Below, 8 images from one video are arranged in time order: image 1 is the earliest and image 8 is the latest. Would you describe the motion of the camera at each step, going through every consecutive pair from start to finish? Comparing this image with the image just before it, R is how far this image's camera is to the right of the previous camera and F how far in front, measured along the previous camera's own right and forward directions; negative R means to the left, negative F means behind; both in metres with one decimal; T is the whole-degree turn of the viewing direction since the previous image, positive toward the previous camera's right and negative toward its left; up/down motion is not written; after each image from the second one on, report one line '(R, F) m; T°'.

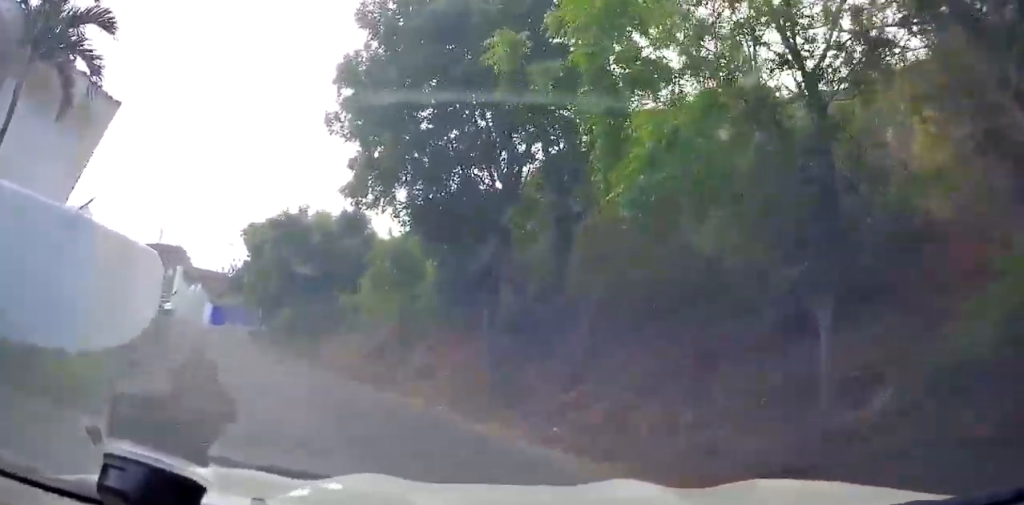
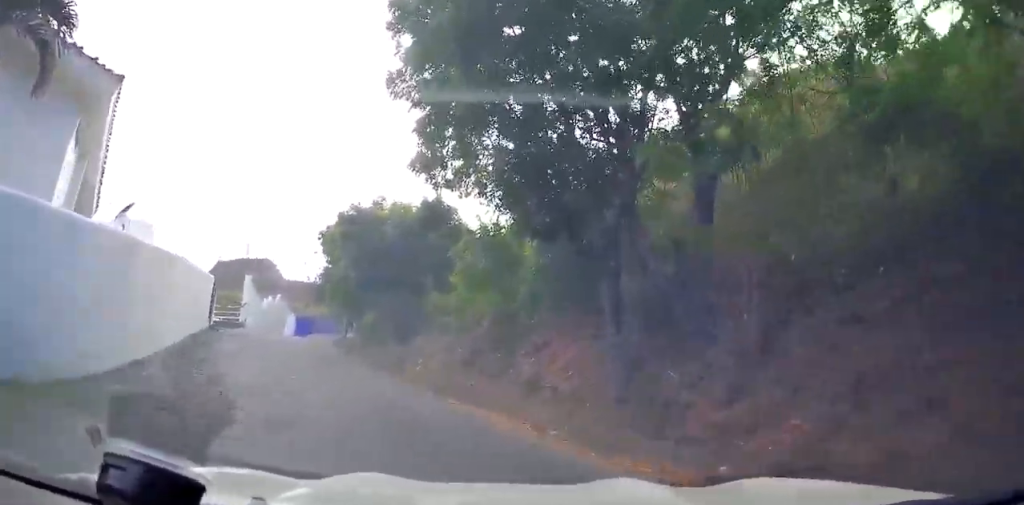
(-0.2, +3.0) m; -14°
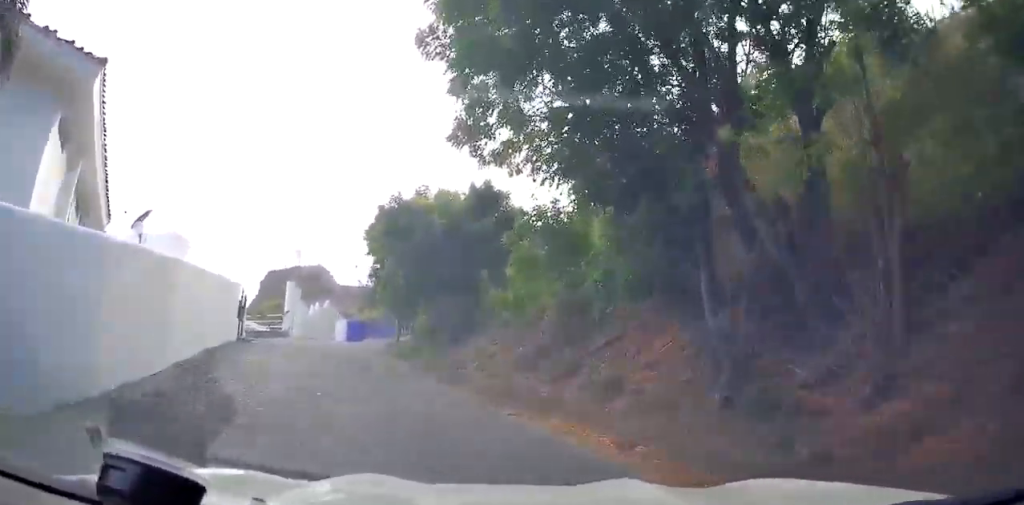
(-0.4, +1.8) m; -7°
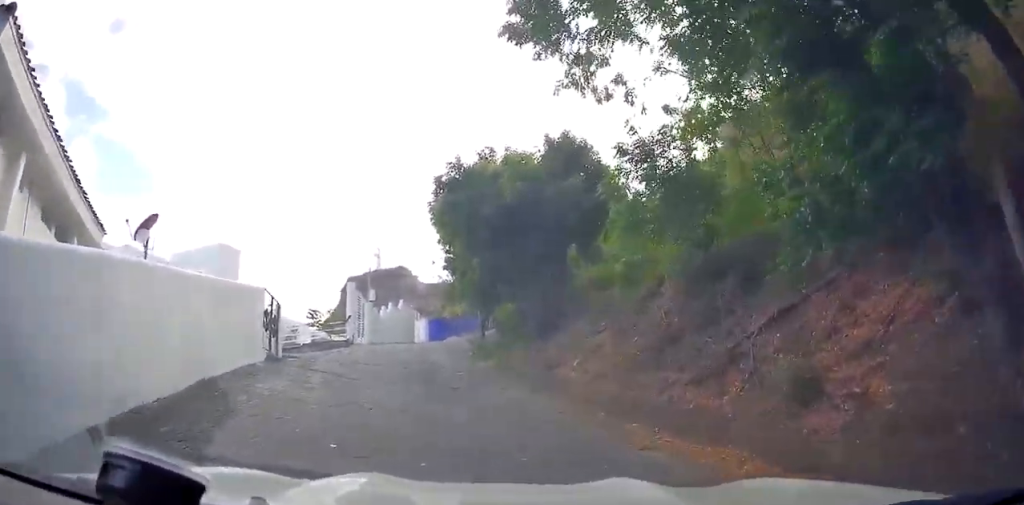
(-0.2, +3.7) m; -4°
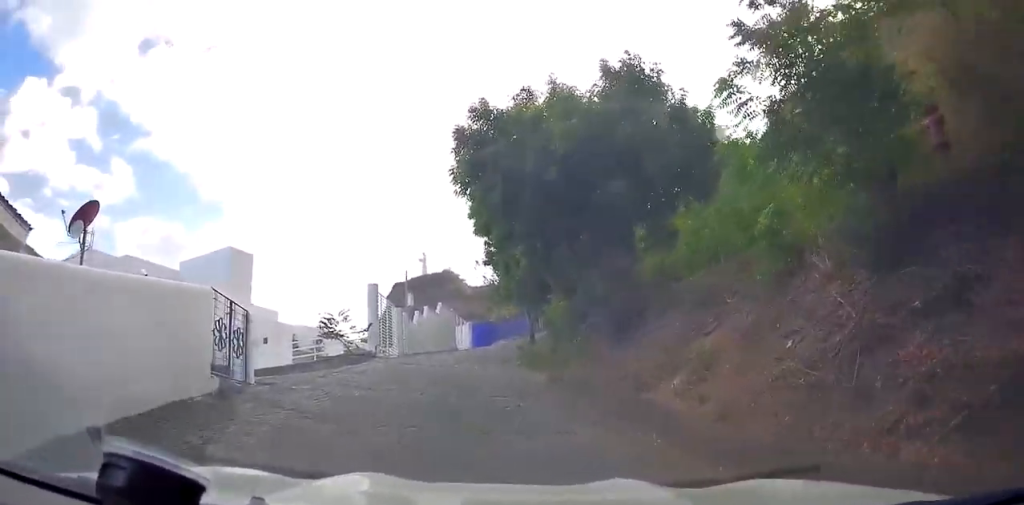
(-0.1, +4.4) m; -5°
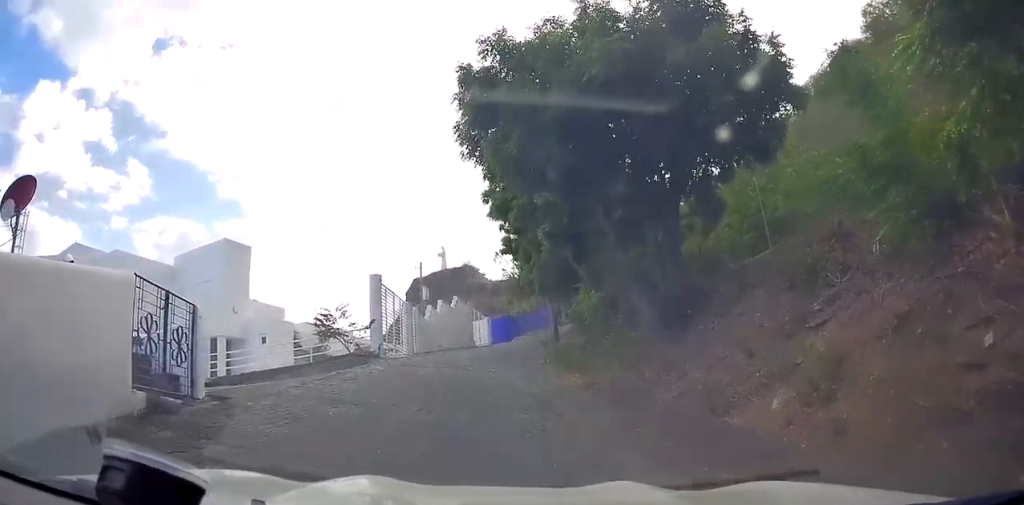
(-0.1, +2.7) m; -5°
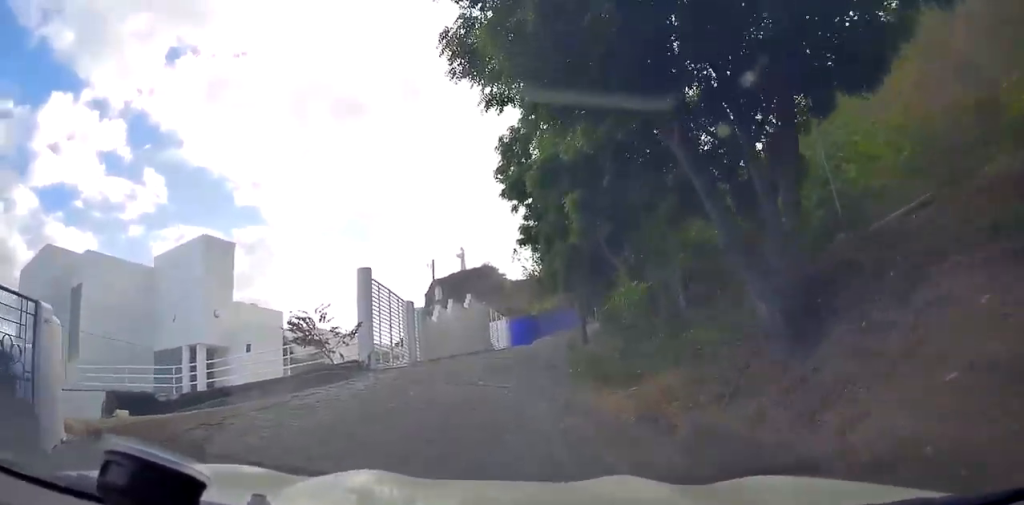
(-0.2, +3.9) m; -7°
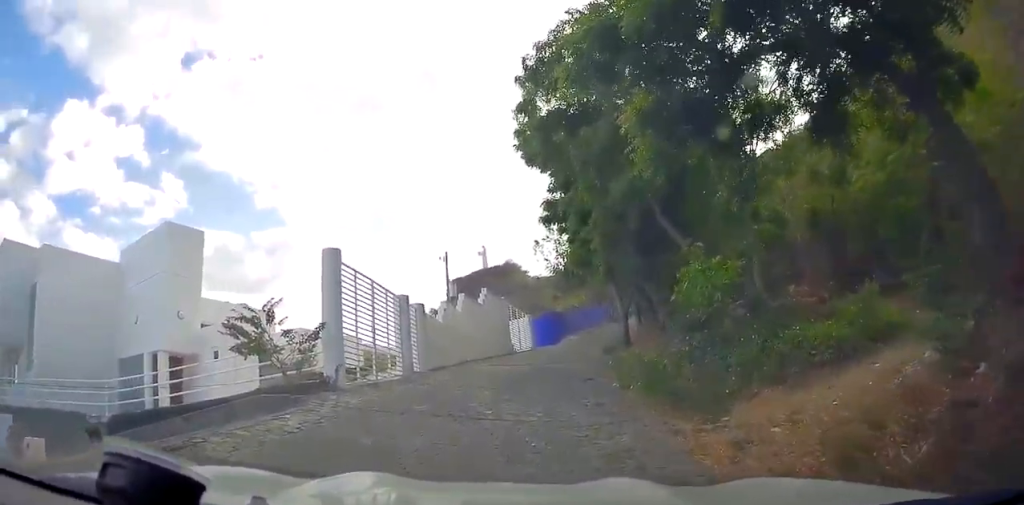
(-0.7, +5.9) m; -7°
